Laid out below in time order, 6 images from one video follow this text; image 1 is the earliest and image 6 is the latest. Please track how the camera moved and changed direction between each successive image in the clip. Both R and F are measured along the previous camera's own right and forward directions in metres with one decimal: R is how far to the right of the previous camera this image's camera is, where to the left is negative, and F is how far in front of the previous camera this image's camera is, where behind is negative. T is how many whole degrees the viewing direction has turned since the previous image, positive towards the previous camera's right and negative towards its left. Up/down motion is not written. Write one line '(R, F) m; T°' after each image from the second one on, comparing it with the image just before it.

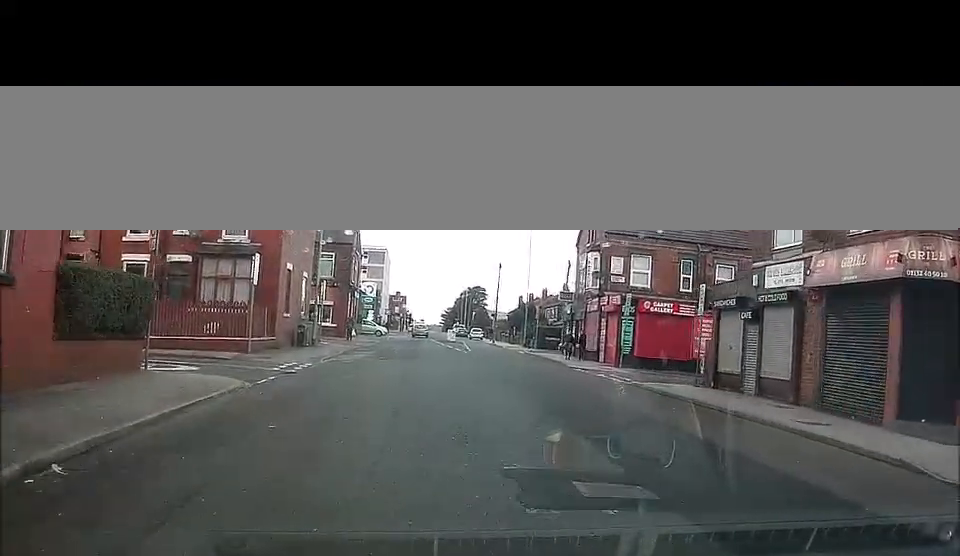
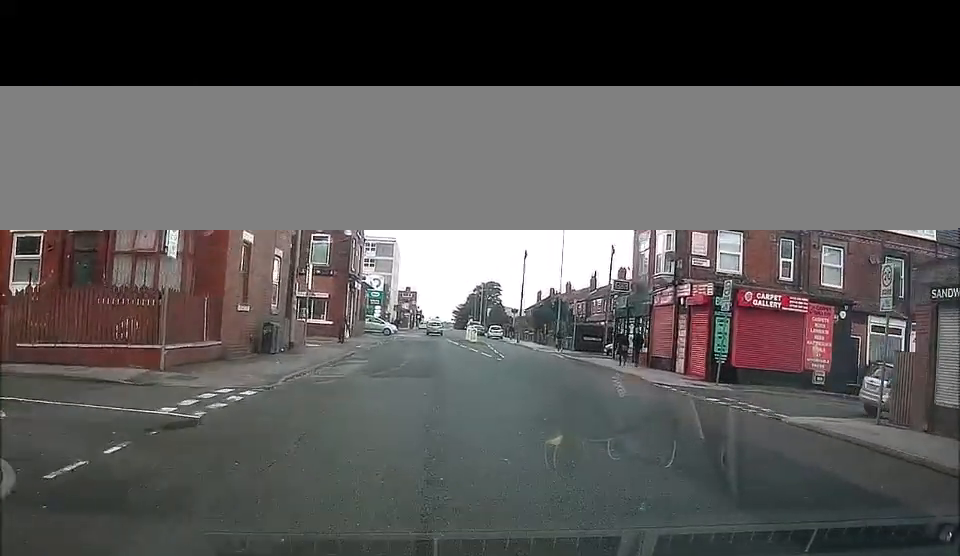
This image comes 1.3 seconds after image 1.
(-0.7, +12.5) m; -5°
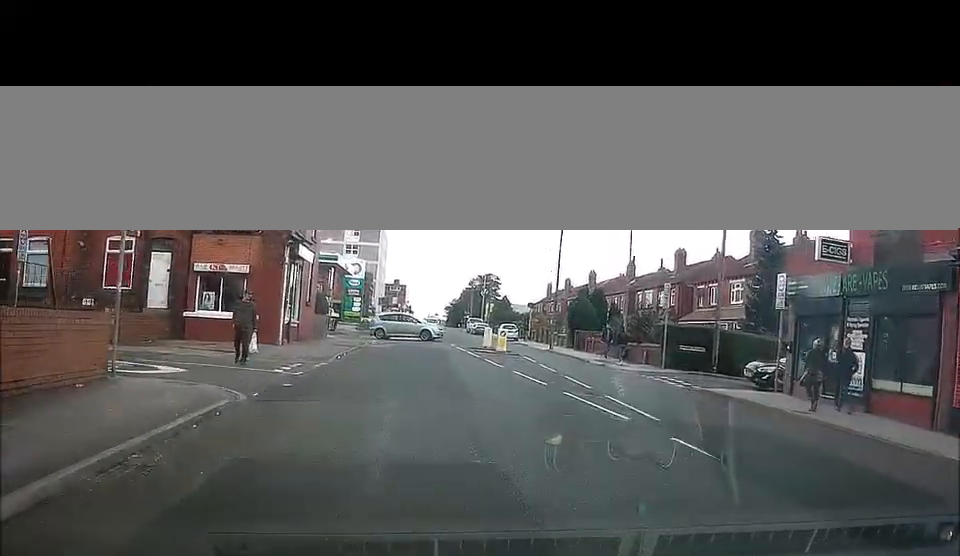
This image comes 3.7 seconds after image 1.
(+1.6, +24.5) m; +6°
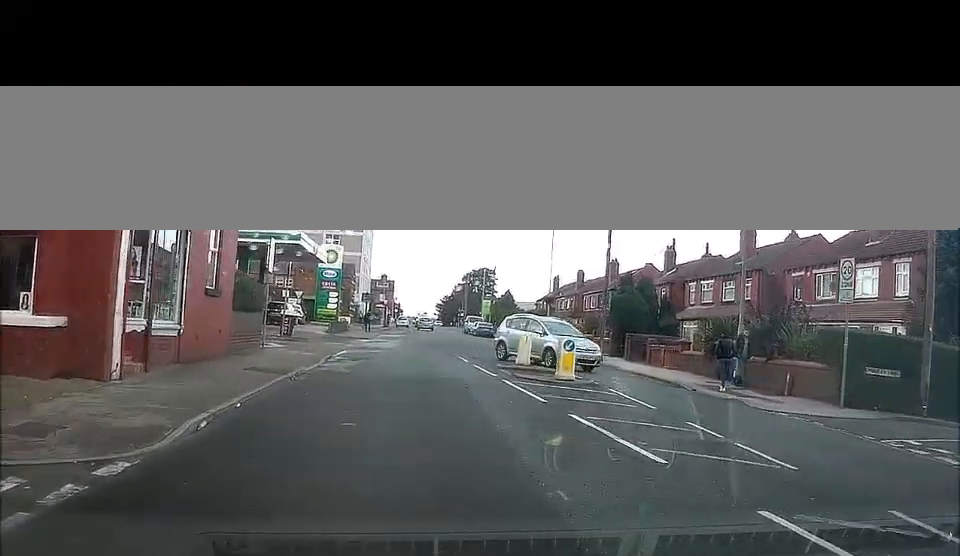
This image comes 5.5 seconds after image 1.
(0.0, +17.8) m; +1°
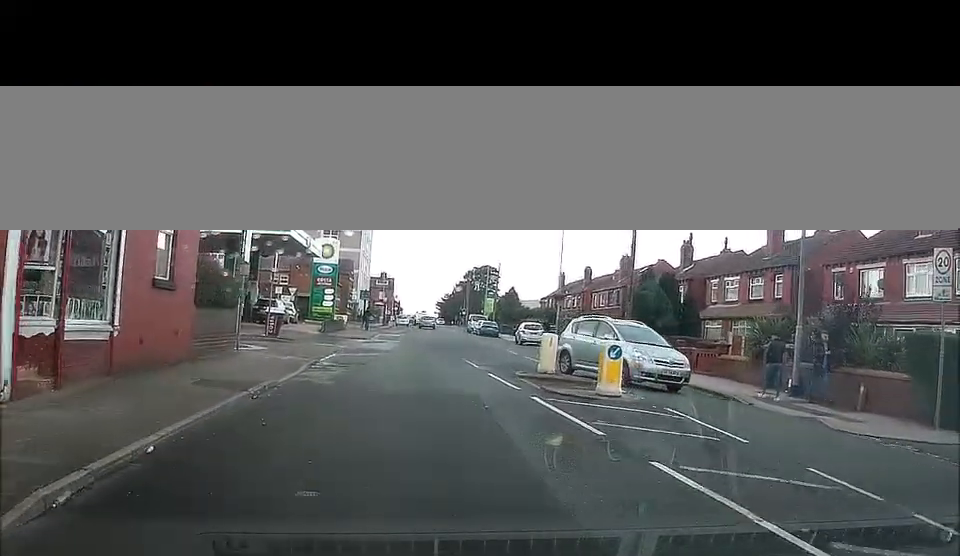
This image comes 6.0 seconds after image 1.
(0.0, +4.0) m; 0°
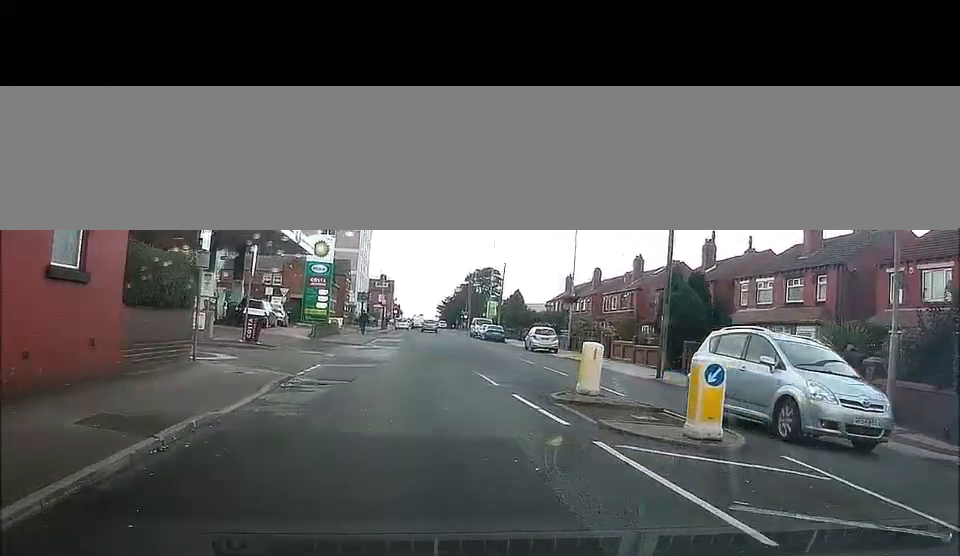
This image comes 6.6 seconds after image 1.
(0.0, +4.0) m; +1°
